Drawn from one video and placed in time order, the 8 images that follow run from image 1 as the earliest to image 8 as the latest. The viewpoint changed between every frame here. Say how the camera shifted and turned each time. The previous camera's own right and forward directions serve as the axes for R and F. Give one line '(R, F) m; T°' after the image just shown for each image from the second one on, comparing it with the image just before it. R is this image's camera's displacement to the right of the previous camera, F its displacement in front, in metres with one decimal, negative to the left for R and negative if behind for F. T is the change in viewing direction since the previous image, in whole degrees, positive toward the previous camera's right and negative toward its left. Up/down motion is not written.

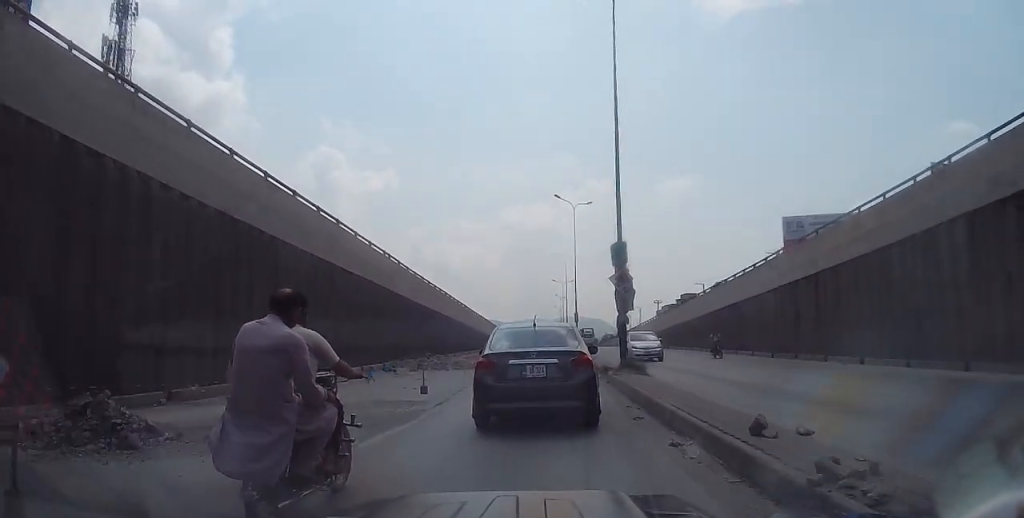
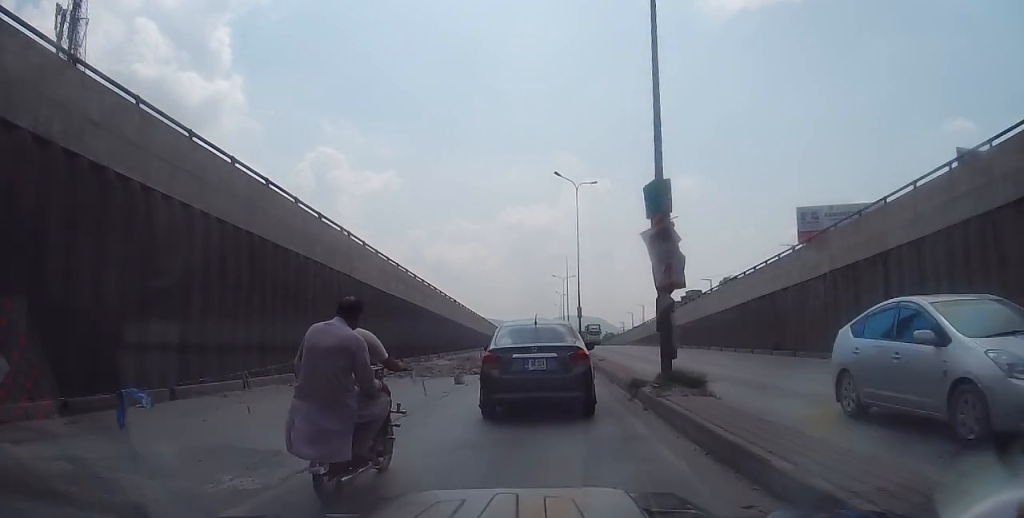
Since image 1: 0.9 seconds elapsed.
(-0.2, +6.7) m; 0°
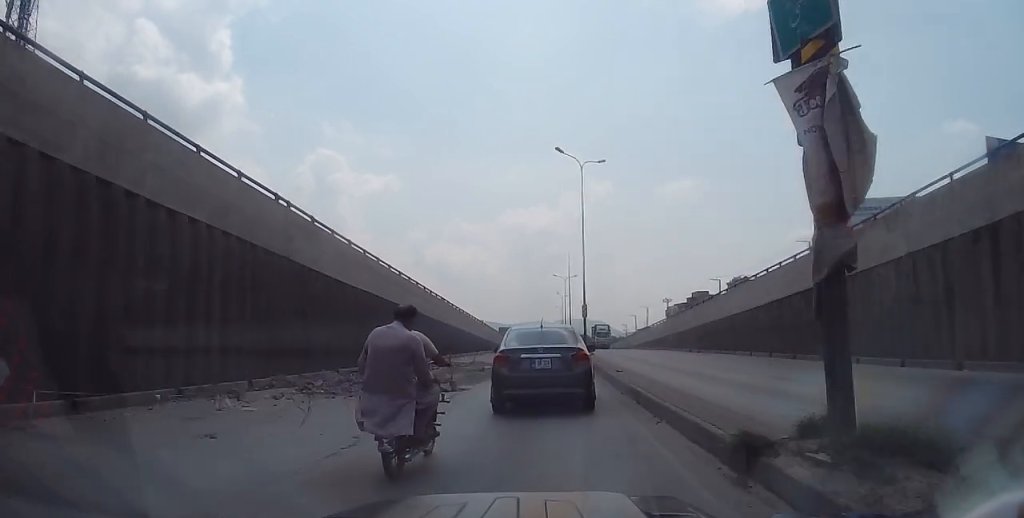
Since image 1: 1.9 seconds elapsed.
(+0.2, +6.5) m; +4°
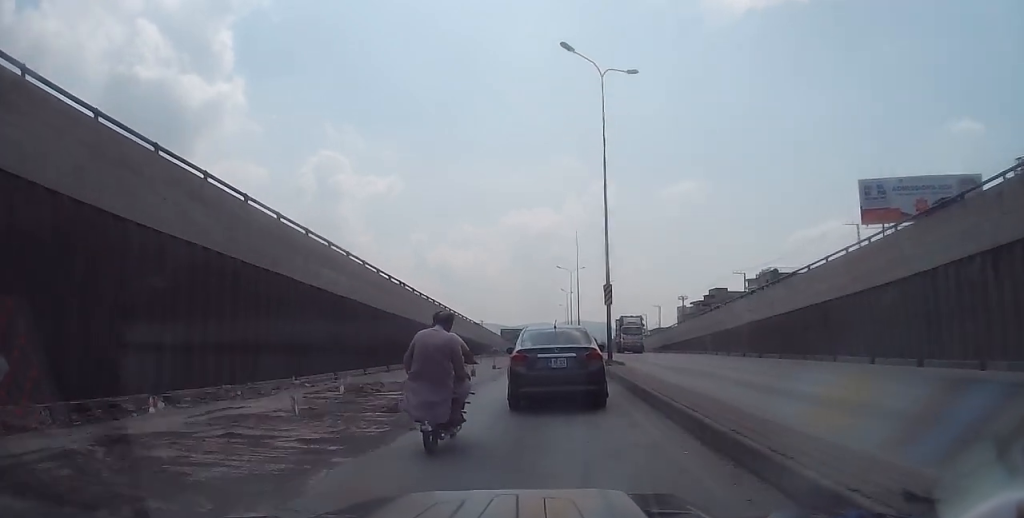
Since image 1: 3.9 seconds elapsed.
(-0.5, +14.7) m; -3°
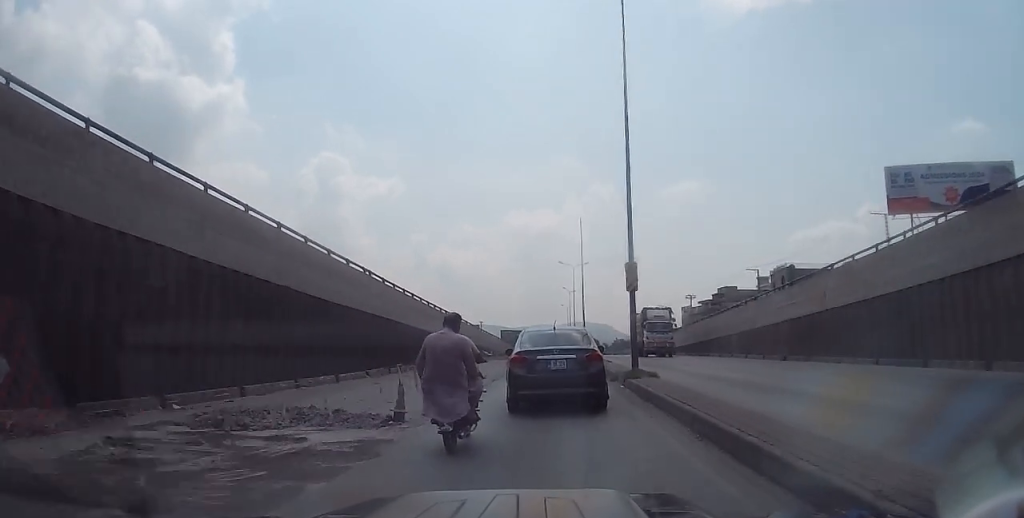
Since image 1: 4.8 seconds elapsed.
(+0.3, +7.1) m; +1°
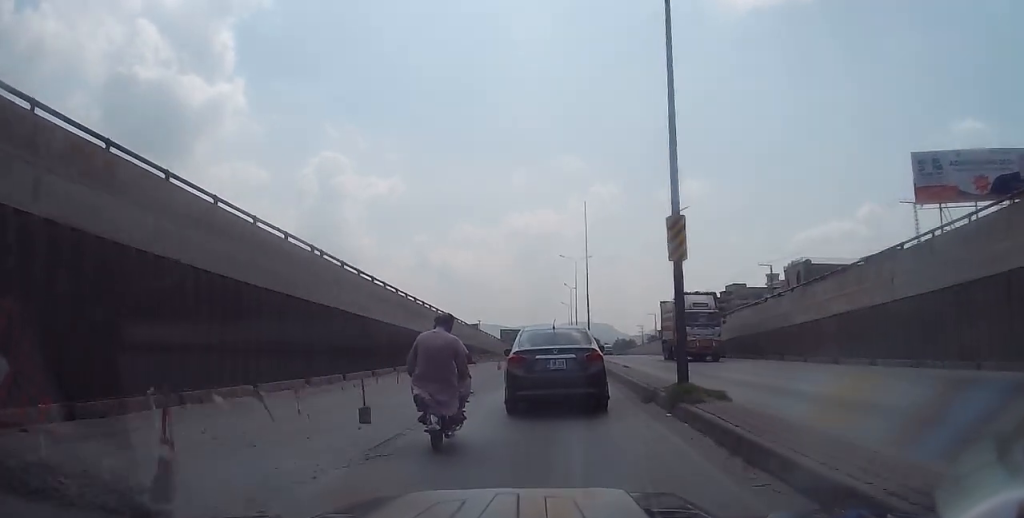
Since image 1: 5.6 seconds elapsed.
(-0.1, +6.4) m; -3°
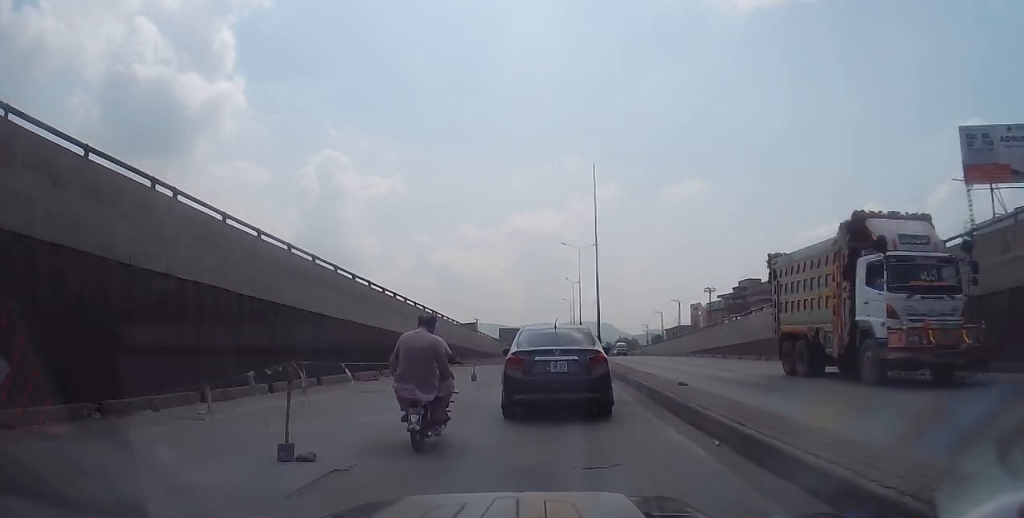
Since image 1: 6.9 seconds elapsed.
(0.0, +9.6) m; +4°
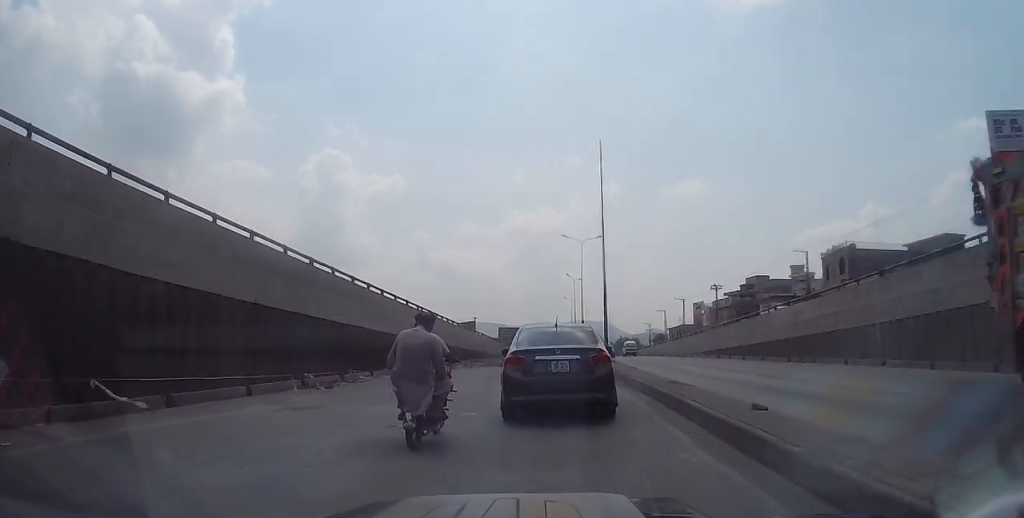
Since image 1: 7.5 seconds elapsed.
(+0.4, +4.7) m; +1°
